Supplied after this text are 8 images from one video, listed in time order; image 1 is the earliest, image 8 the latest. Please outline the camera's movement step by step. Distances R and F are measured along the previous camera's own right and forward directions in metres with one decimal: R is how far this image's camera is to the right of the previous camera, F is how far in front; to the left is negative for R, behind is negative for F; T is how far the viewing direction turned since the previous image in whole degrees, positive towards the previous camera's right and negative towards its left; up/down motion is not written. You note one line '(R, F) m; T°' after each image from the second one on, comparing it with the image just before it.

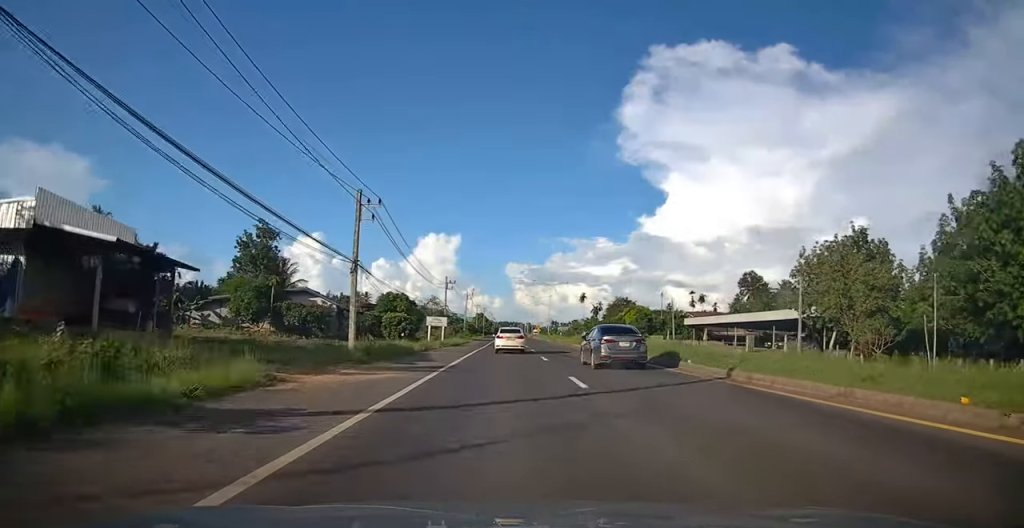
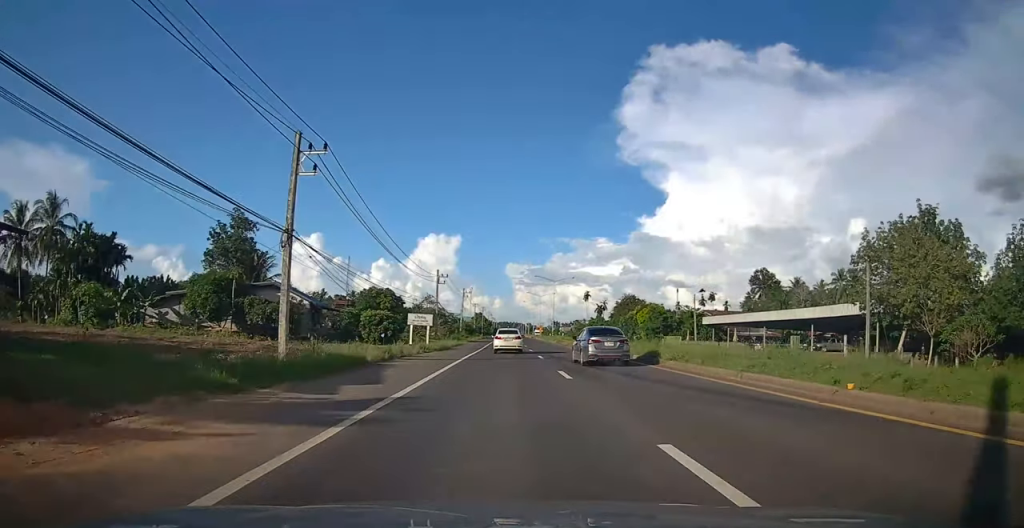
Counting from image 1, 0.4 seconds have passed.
(-0.2, +9.6) m; -1°
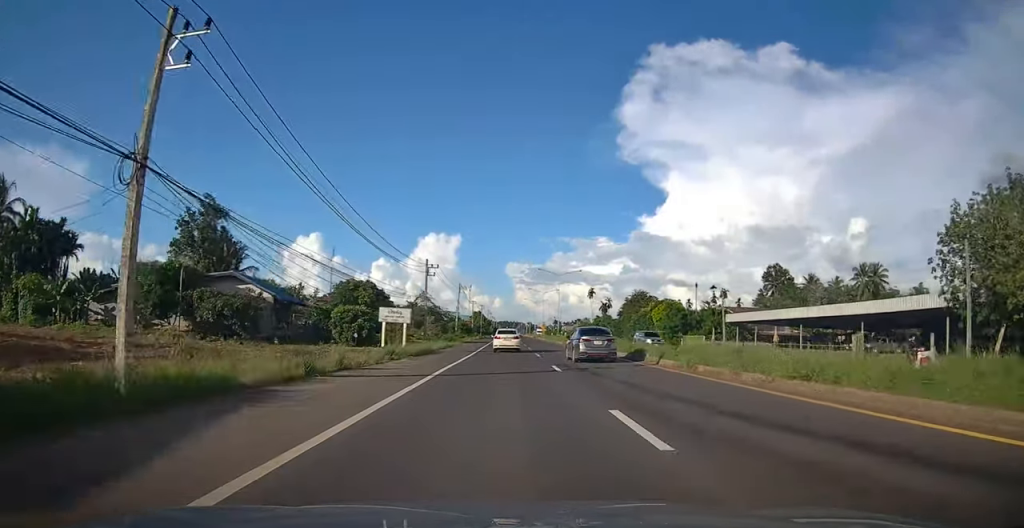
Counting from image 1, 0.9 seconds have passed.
(-0.1, +9.3) m; 0°
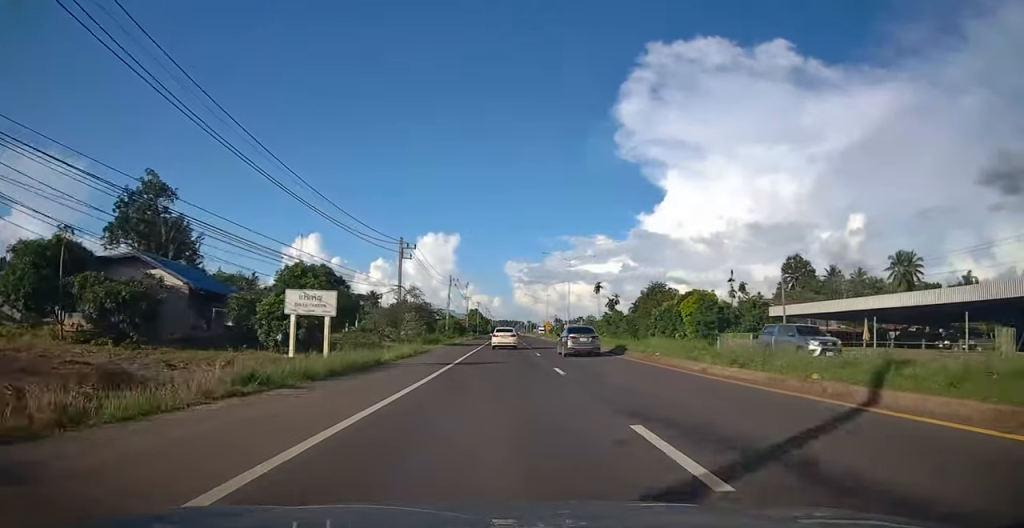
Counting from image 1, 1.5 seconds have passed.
(-0.1, +13.7) m; +1°
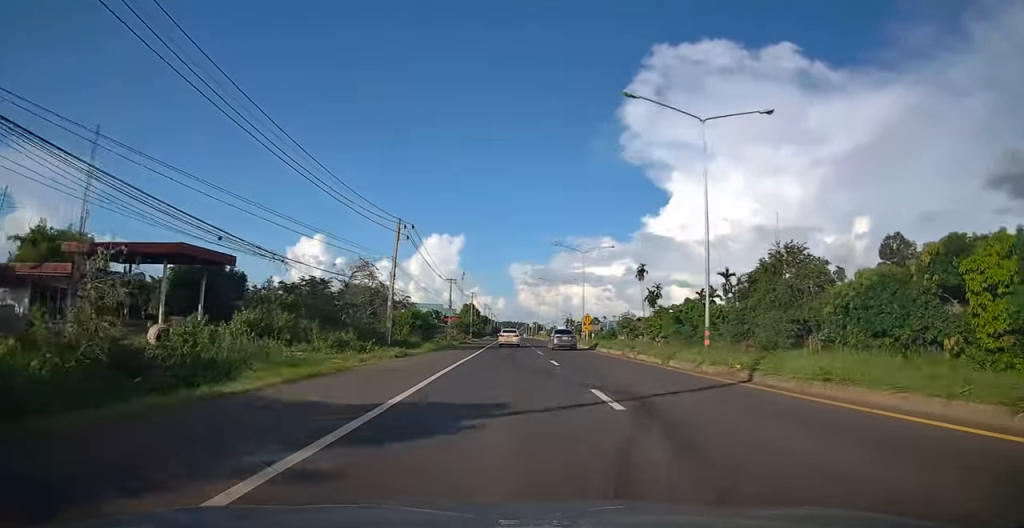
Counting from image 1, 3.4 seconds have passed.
(+0.8, +43.8) m; 0°
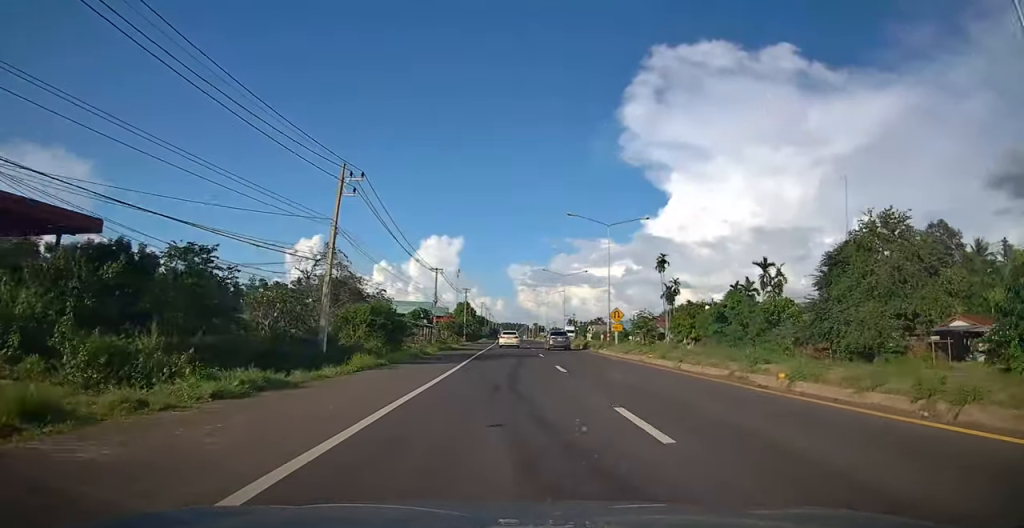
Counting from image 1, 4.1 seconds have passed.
(-0.1, +14.7) m; -1°
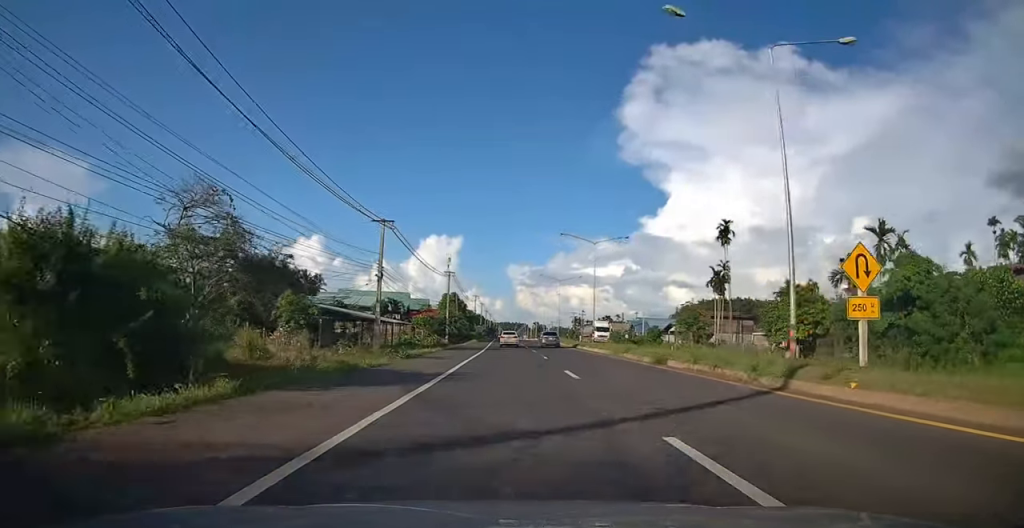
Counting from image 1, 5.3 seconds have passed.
(-0.2, +27.1) m; -1°
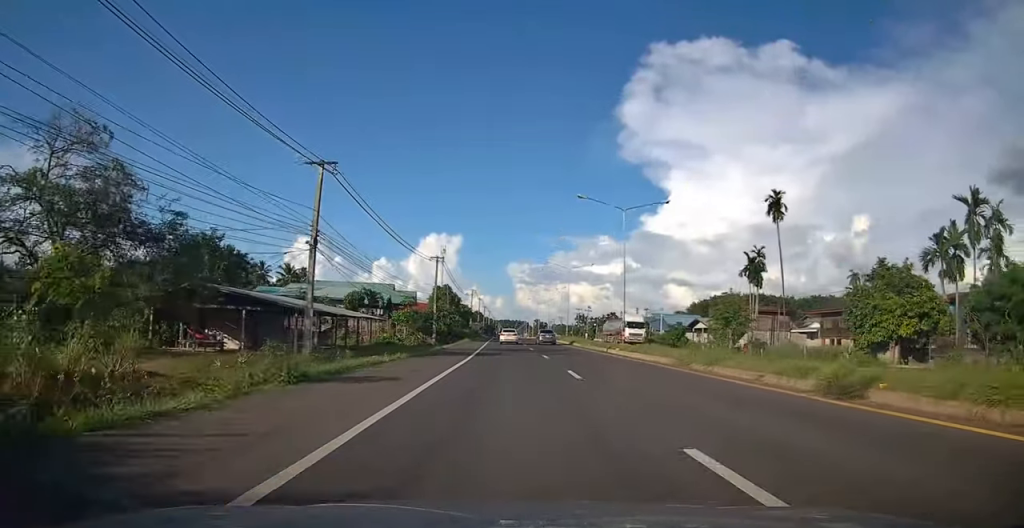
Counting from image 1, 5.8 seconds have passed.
(-0.1, +12.7) m; 0°
